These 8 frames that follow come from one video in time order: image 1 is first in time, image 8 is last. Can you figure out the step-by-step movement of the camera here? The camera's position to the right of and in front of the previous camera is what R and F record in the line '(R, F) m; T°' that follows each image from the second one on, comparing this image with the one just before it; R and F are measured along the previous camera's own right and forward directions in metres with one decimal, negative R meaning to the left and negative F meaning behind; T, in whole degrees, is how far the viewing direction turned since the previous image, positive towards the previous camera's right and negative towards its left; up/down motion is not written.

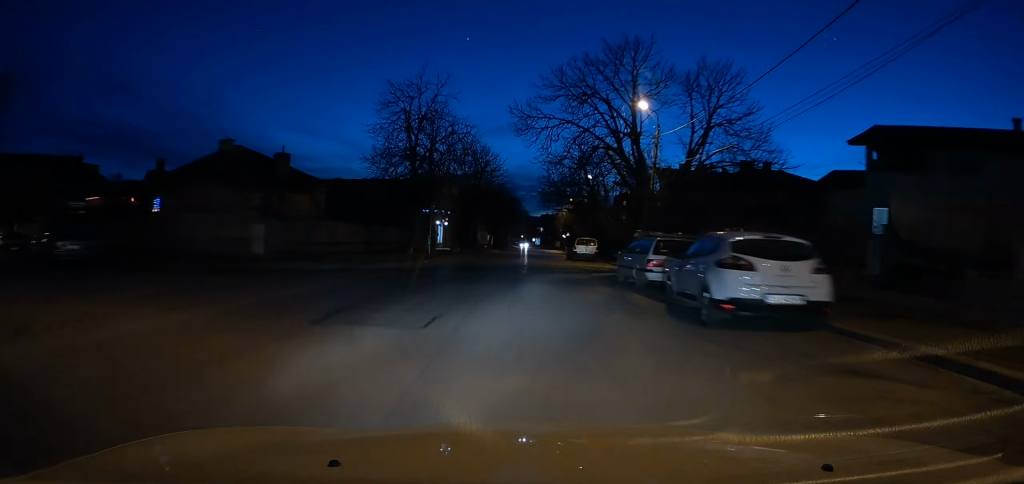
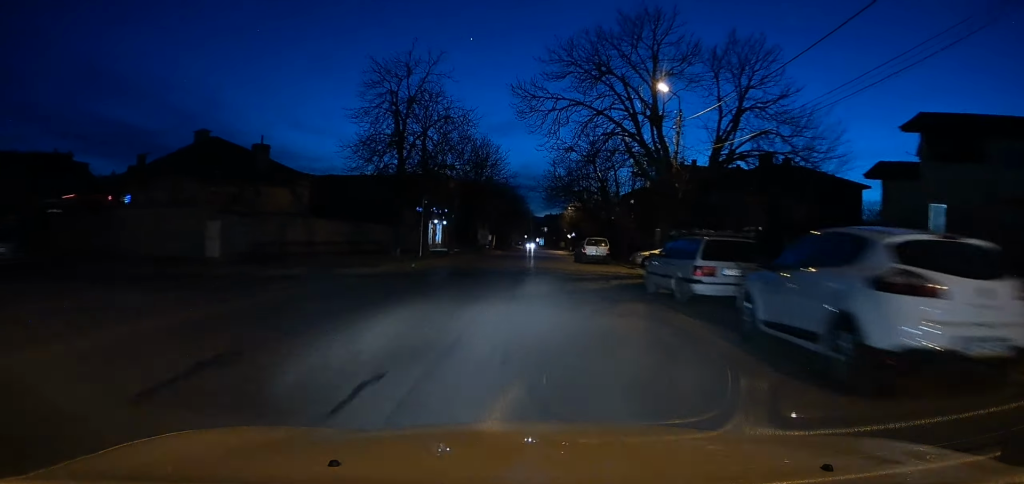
(+0.2, +4.2) m; +1°
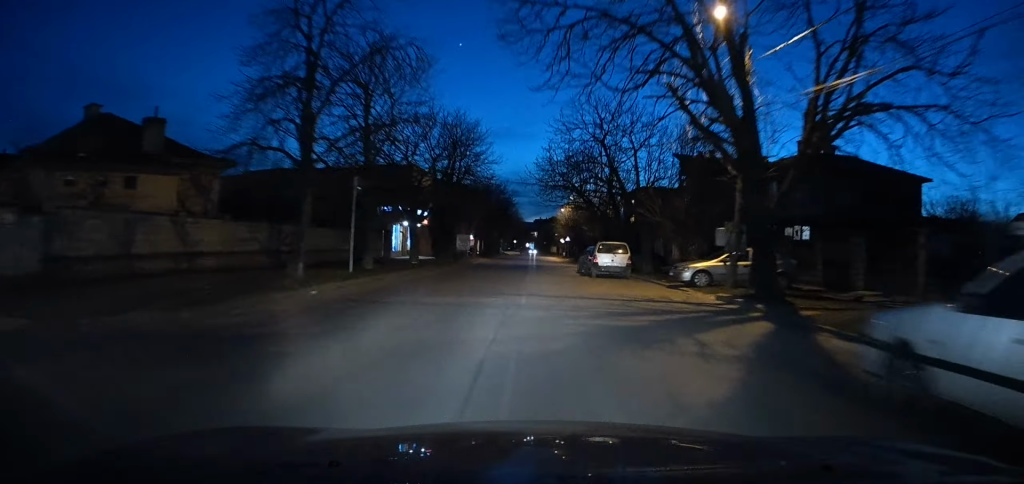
(-0.3, +11.1) m; 0°
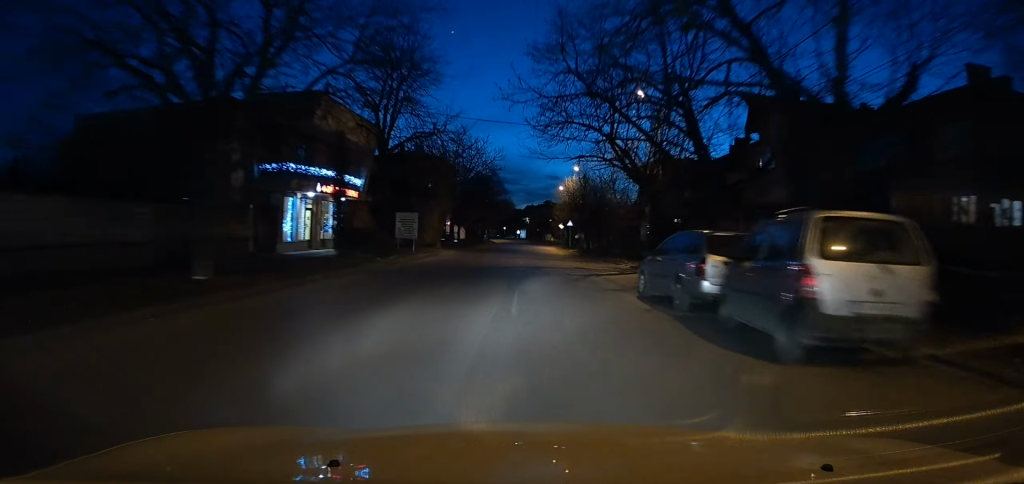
(0.0, +21.3) m; 0°
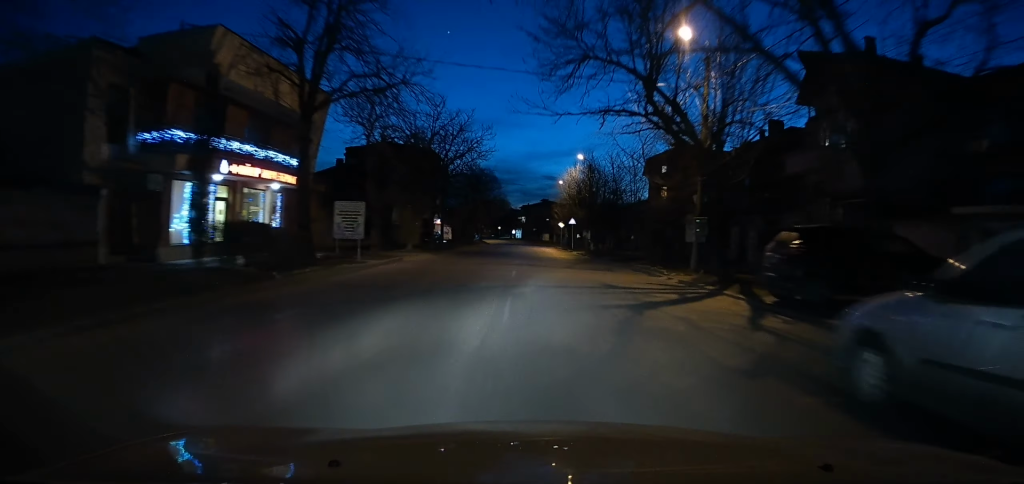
(+0.2, +9.1) m; +3°
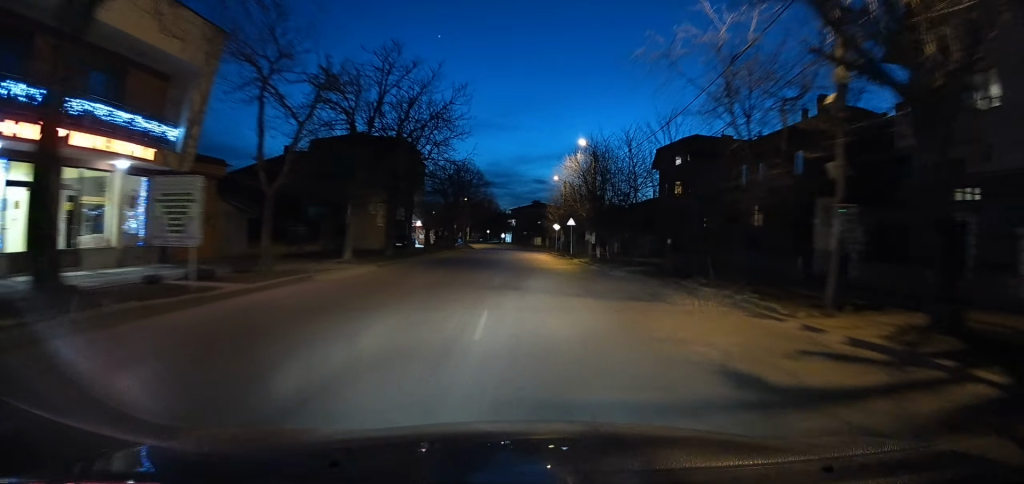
(+0.2, +9.7) m; 0°
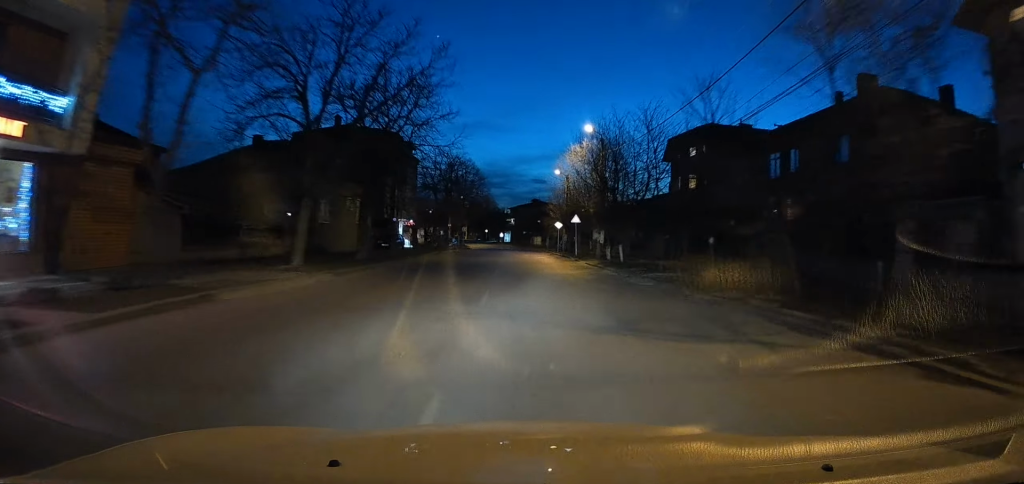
(-0.1, +5.0) m; +1°
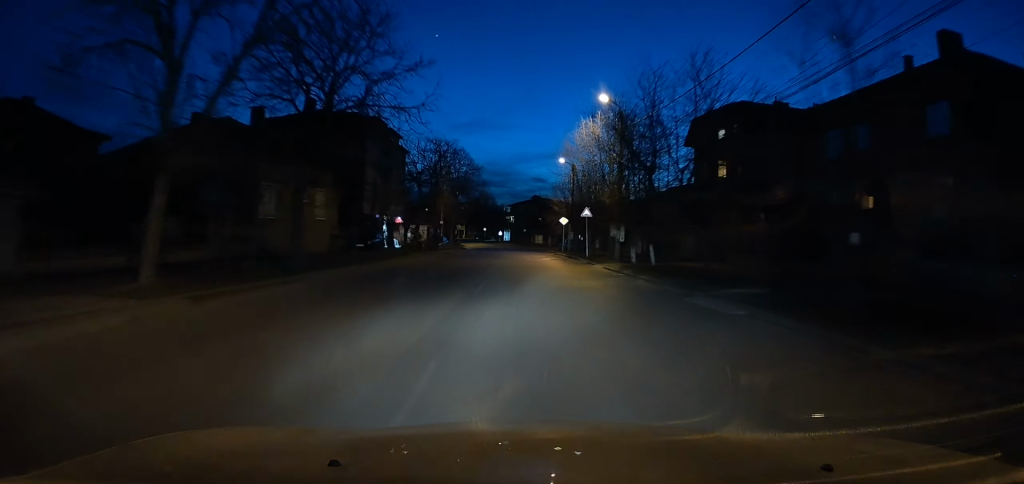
(0.0, +7.5) m; +1°
